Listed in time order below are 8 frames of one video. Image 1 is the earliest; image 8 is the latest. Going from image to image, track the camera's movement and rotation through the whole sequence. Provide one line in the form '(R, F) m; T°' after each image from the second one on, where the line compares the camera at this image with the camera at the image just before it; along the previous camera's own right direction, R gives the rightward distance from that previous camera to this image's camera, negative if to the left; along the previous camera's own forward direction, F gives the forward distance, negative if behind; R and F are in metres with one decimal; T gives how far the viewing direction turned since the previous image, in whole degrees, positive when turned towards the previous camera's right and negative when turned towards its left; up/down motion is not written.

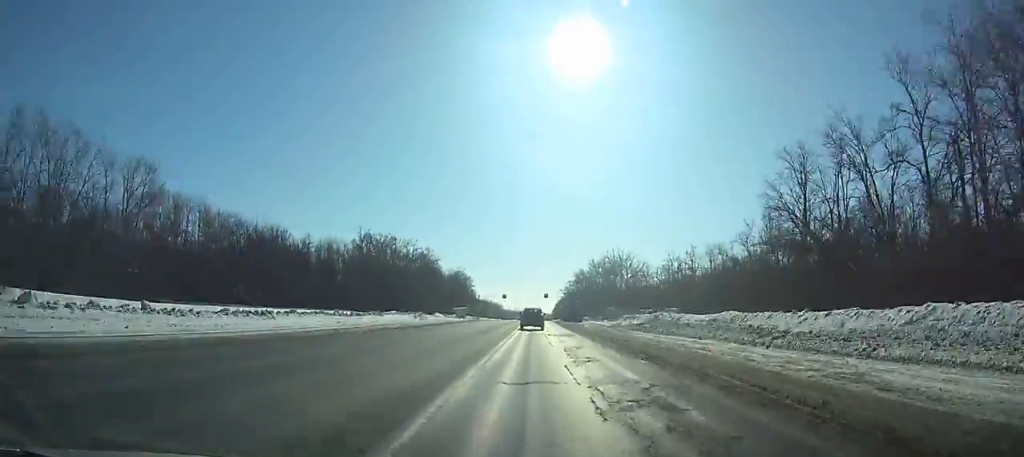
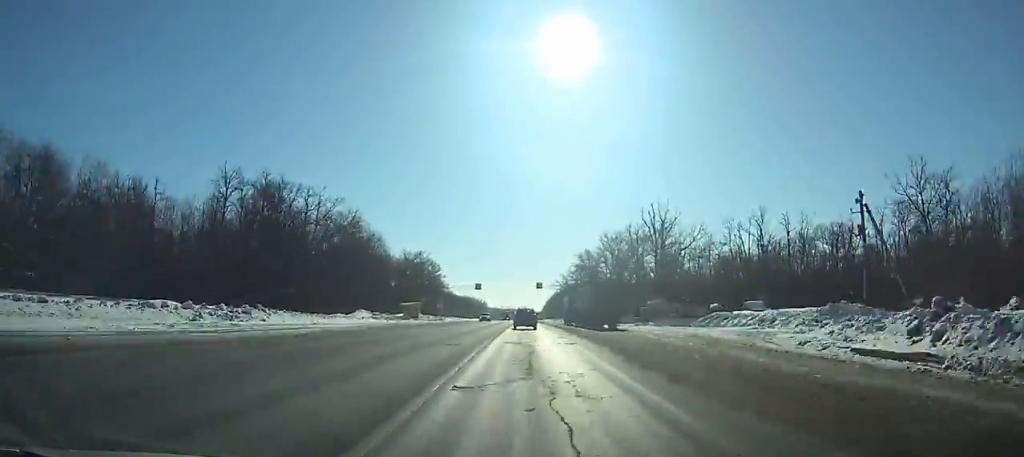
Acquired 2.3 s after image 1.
(+0.2, +56.7) m; +1°
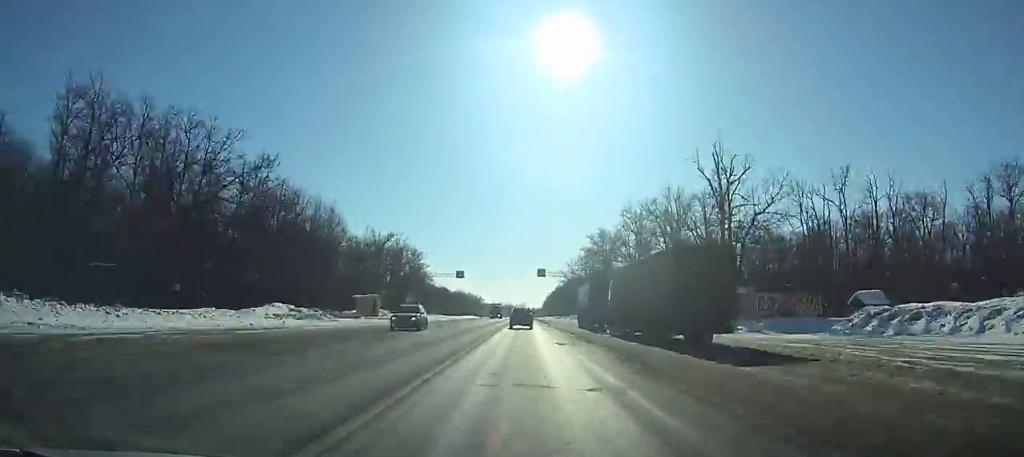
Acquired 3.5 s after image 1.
(-0.3, +29.6) m; +1°
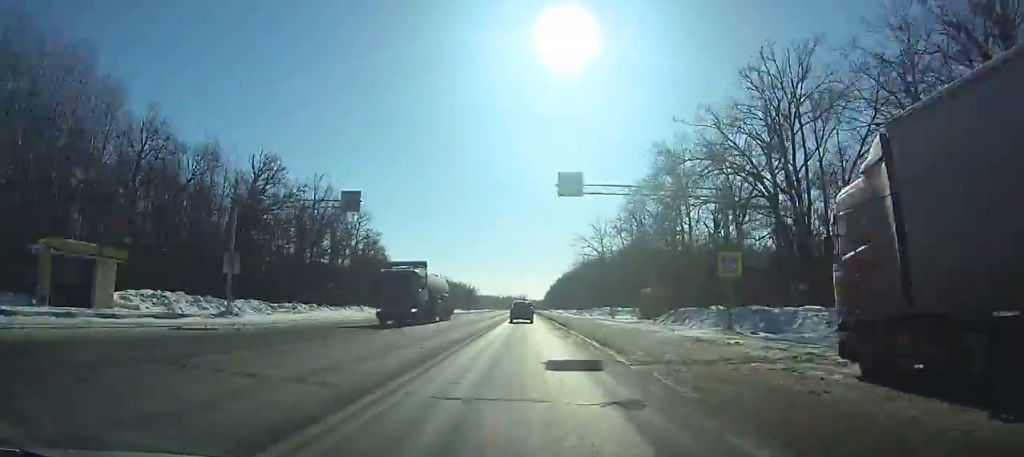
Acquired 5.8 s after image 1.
(+1.3, +55.9) m; -1°
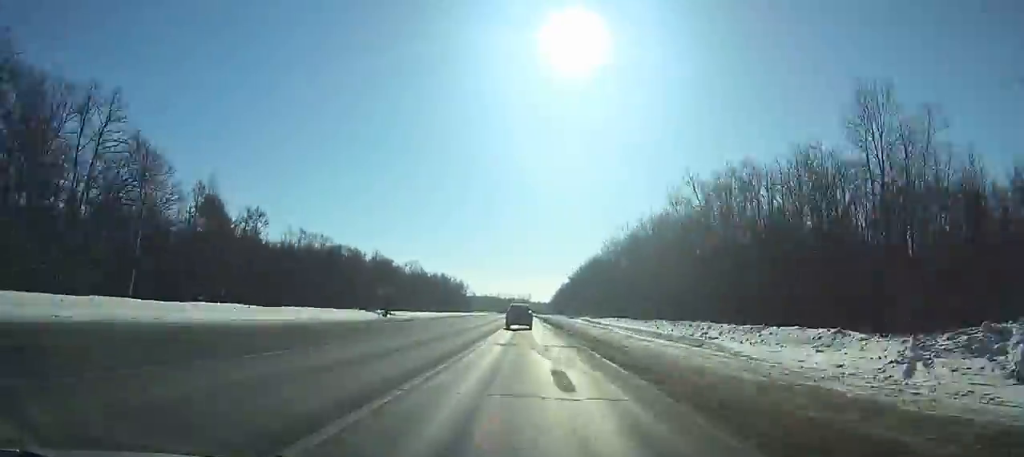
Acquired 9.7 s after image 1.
(-3.5, +88.6) m; -3°
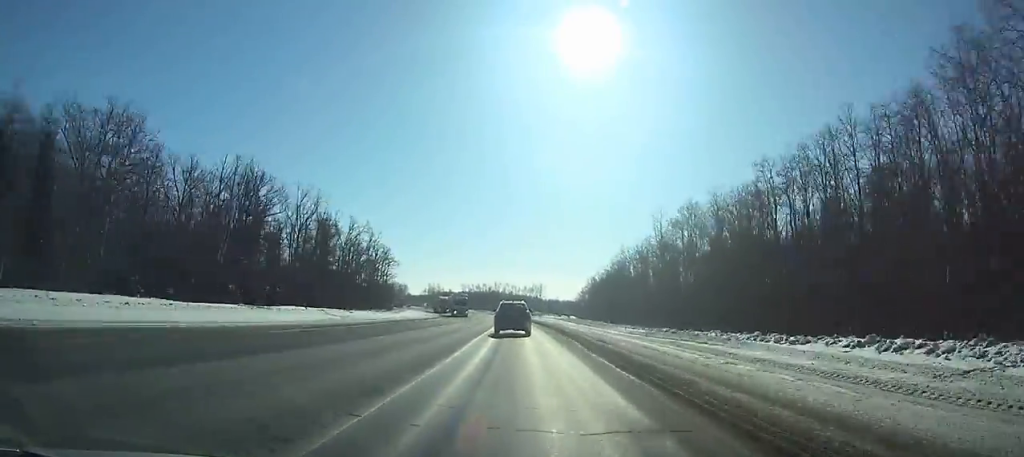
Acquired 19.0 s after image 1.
(+4.8, +195.3) m; 0°
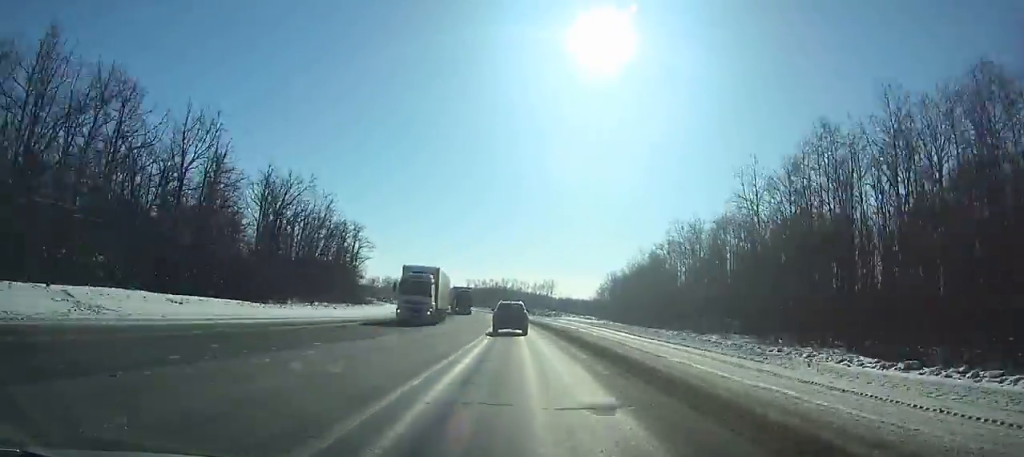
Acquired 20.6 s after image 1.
(-0.3, +33.1) m; -1°
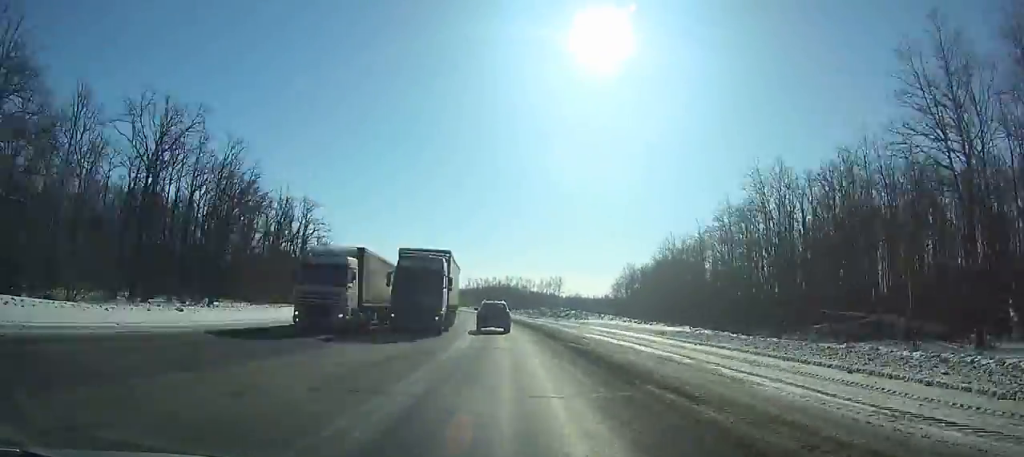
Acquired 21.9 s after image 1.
(+0.2, +26.9) m; -1°
